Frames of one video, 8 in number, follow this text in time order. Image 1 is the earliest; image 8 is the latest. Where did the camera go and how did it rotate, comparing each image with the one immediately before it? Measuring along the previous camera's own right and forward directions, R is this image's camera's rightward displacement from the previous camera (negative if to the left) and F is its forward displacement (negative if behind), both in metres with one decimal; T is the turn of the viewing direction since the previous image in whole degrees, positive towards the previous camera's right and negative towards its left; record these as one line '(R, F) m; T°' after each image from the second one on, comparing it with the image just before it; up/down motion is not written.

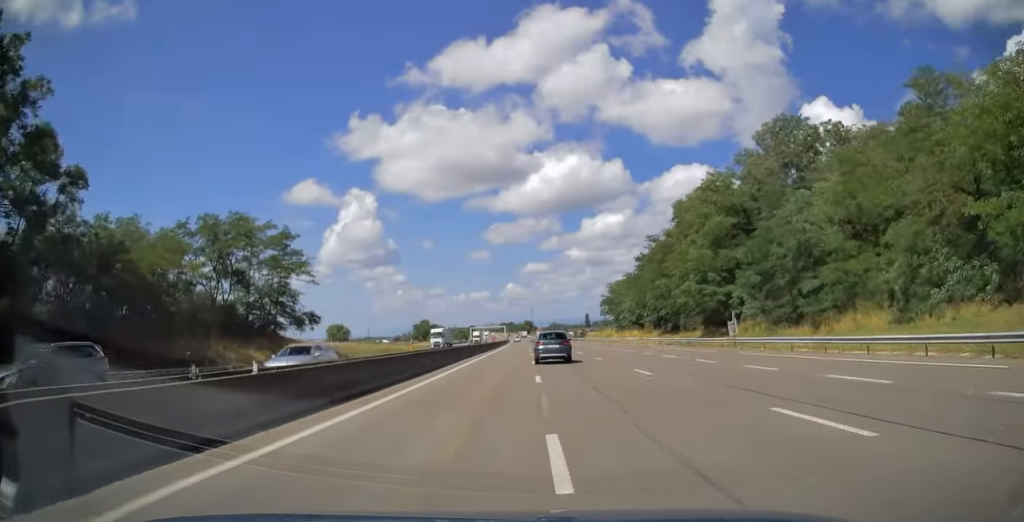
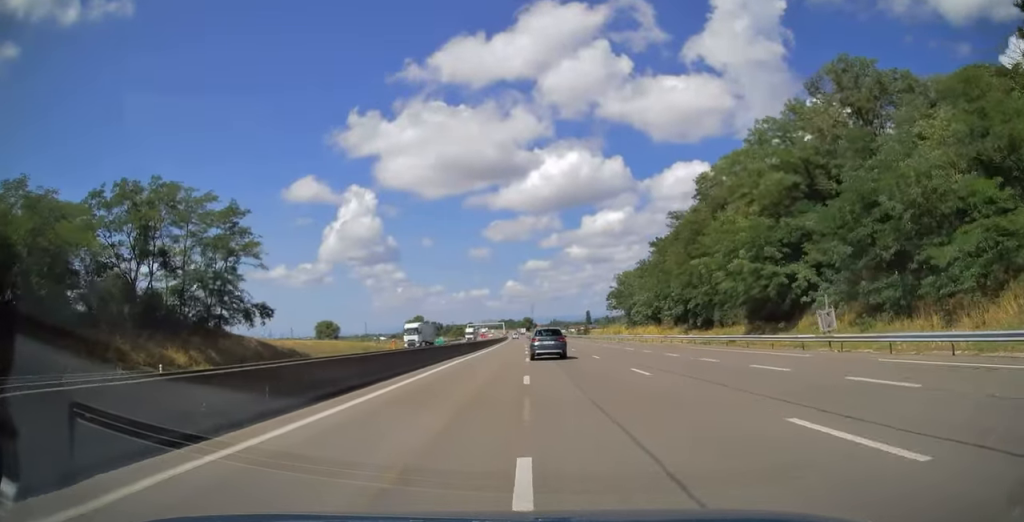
(0.0, +14.4) m; 0°
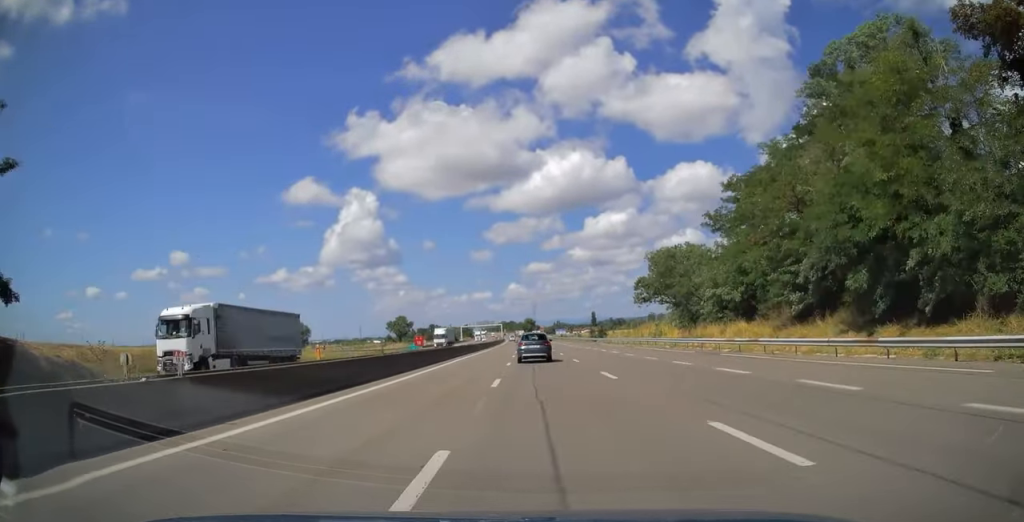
(-0.1, +37.5) m; 0°
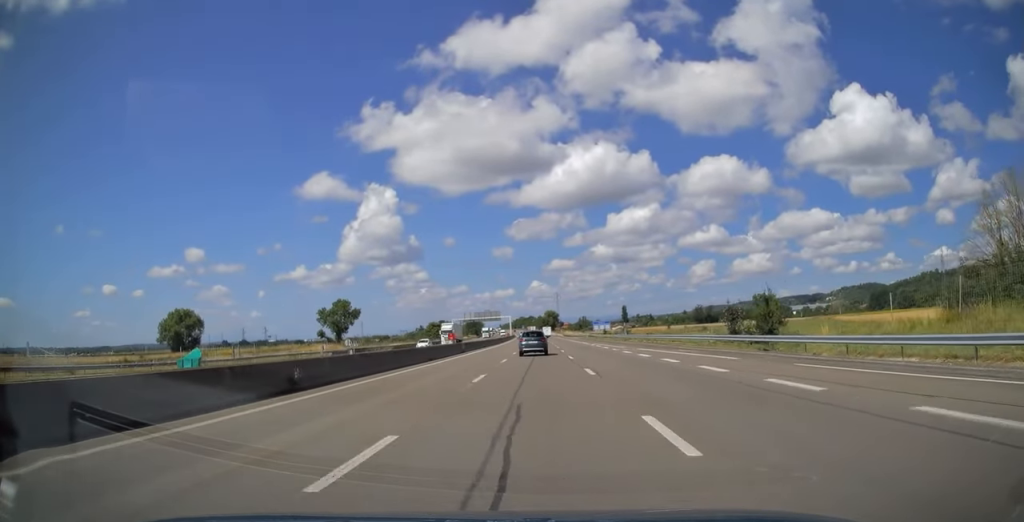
(-1.0, +87.9) m; -2°
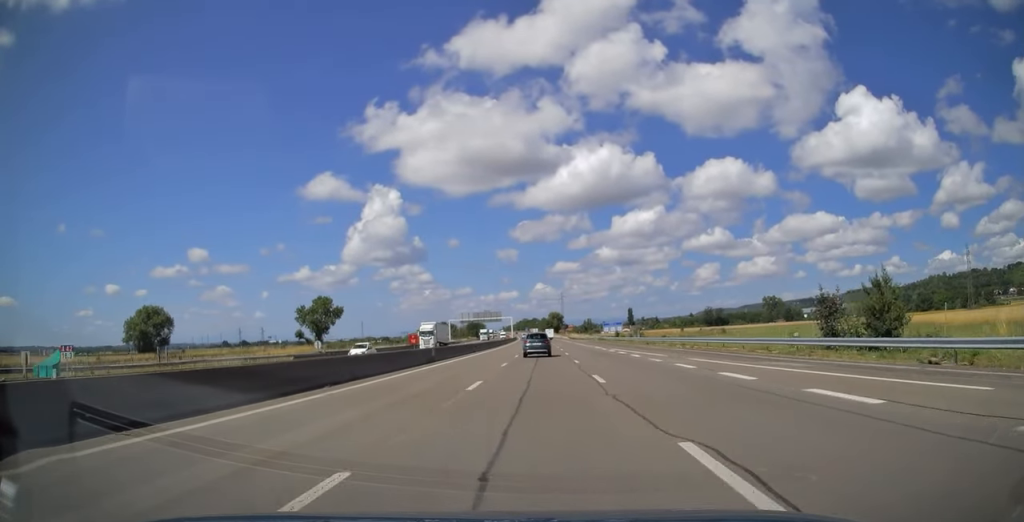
(-0.1, +14.9) m; 0°
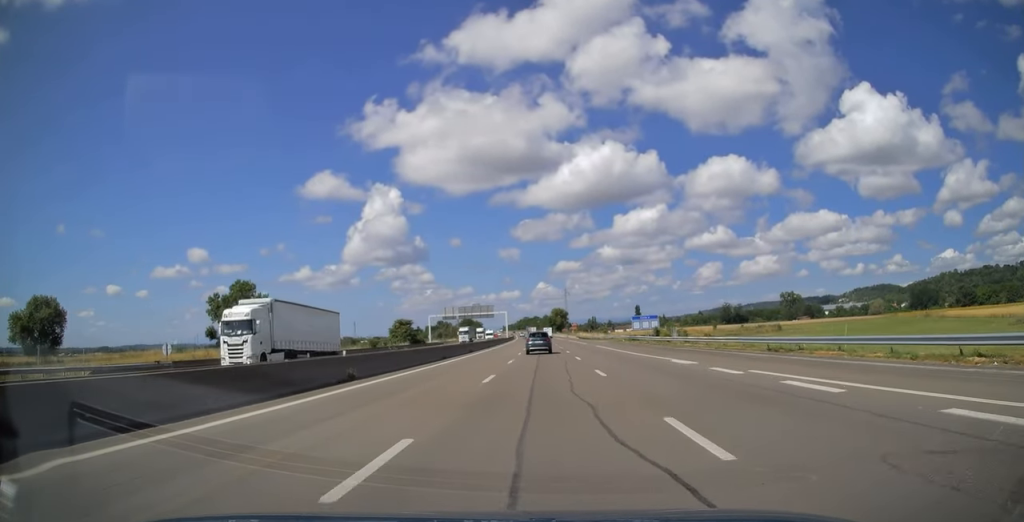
(-0.1, +36.1) m; 0°
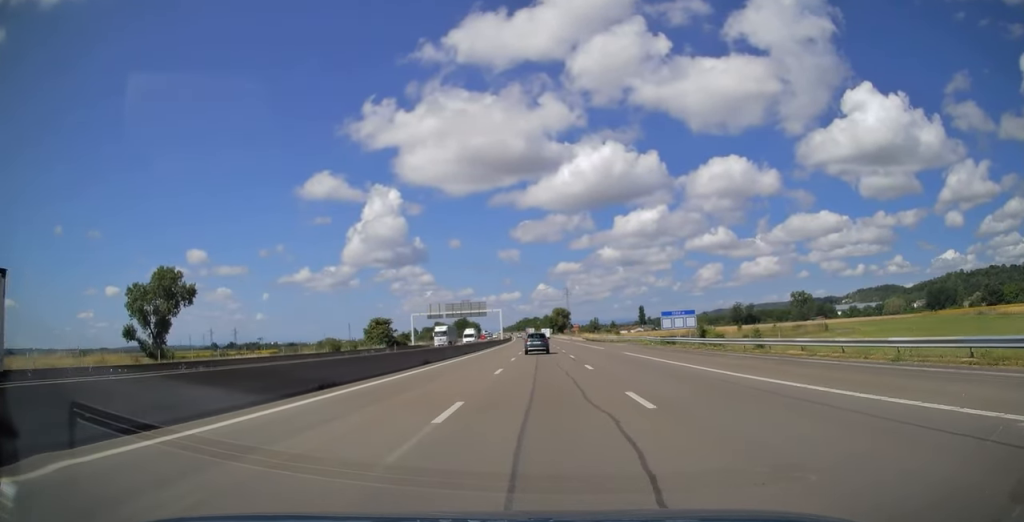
(0.0, +20.7) m; 0°
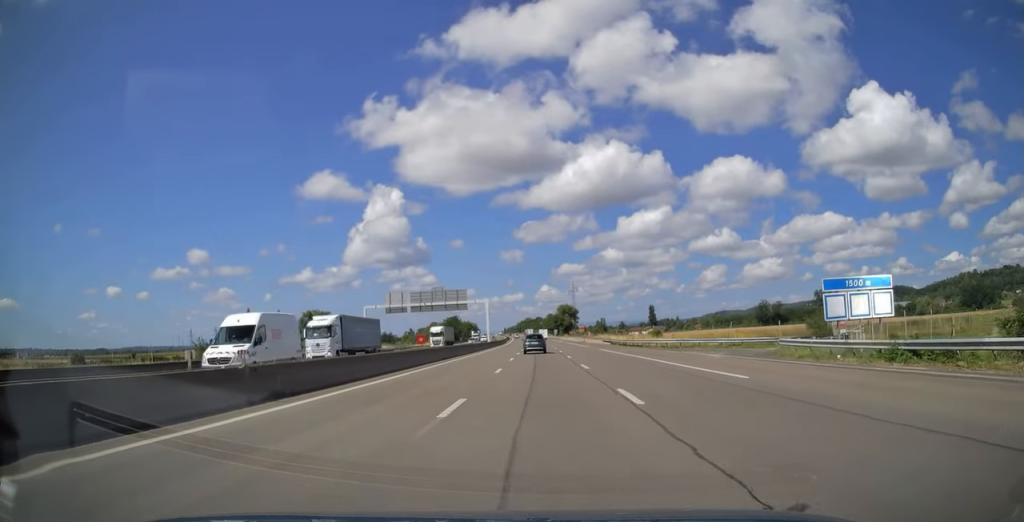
(-0.1, +37.3) m; 0°
